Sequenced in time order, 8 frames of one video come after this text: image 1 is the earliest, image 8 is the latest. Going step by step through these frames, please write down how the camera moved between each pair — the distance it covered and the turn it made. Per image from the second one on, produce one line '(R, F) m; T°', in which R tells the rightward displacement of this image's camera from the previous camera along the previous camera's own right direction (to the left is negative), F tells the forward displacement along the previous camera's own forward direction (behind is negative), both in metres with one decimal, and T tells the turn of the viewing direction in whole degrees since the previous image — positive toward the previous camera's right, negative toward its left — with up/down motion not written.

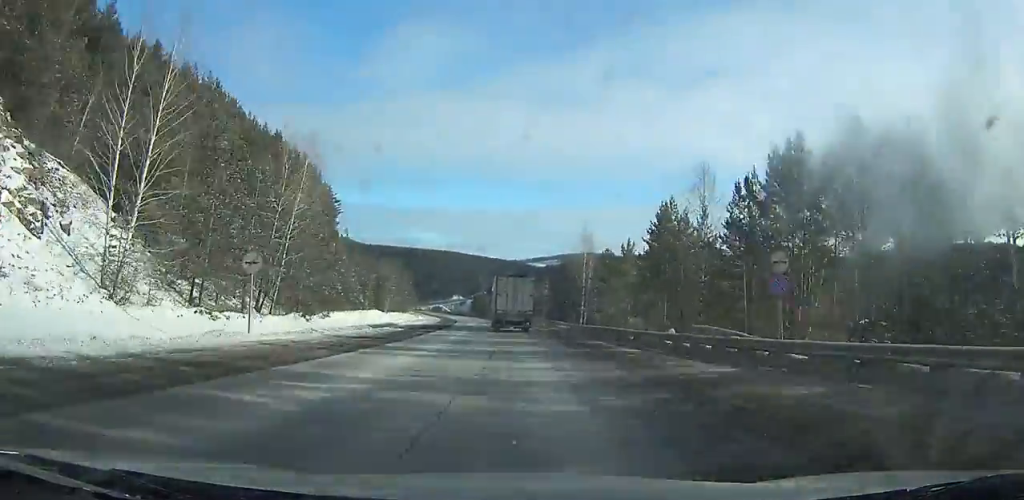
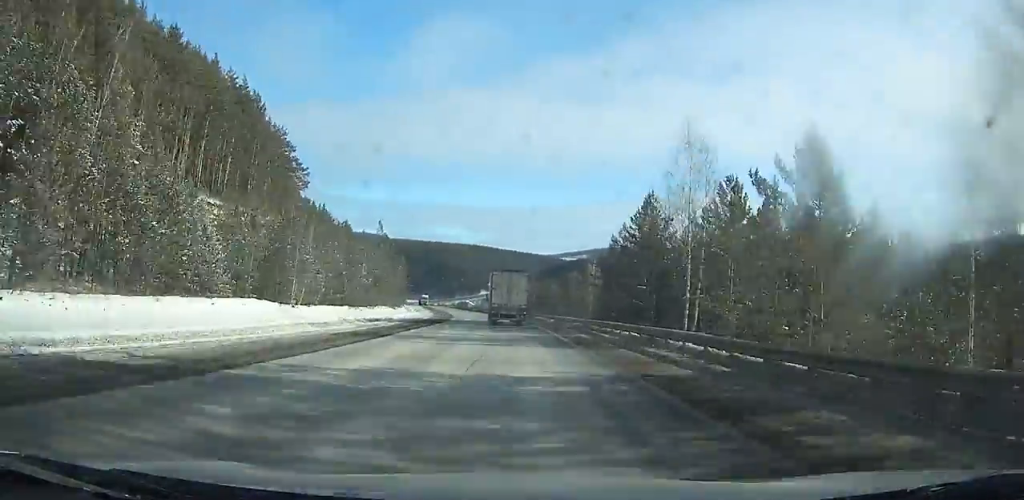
(-0.7, +34.7) m; -3°
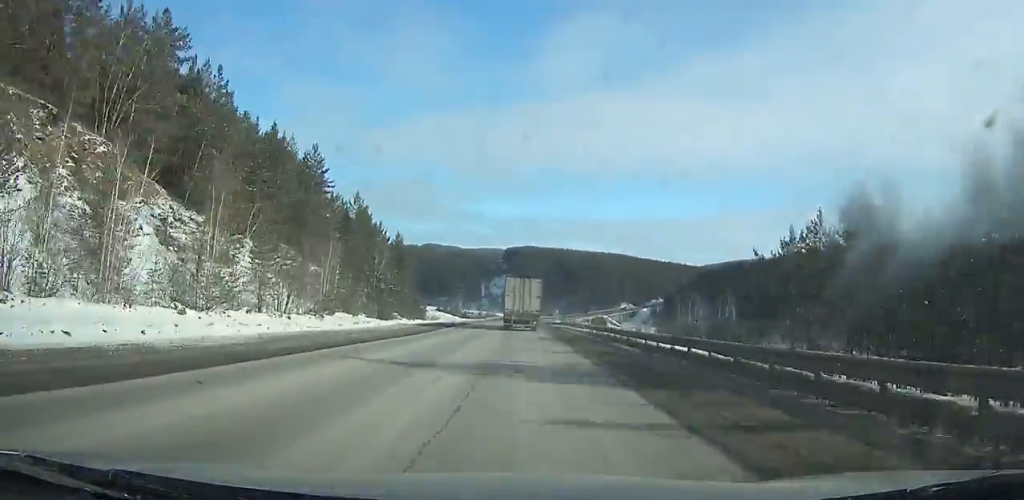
(-18.7, +148.9) m; -13°
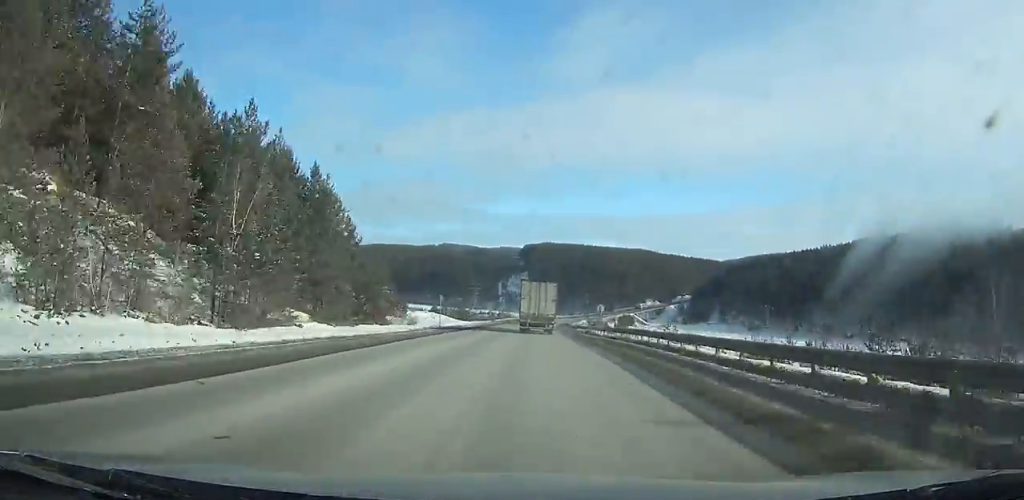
(-0.8, +35.0) m; 0°
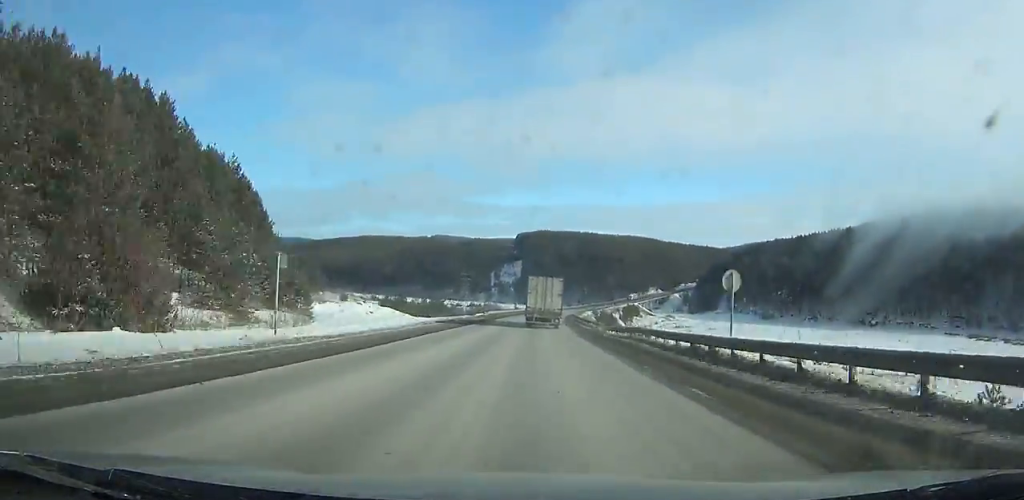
(-0.7, +35.0) m; 0°
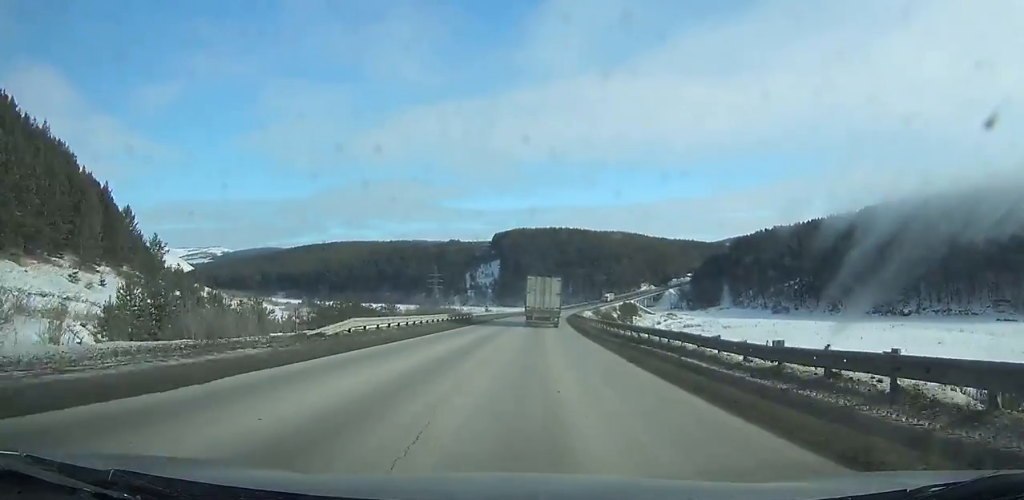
(+0.7, +50.3) m; +2°
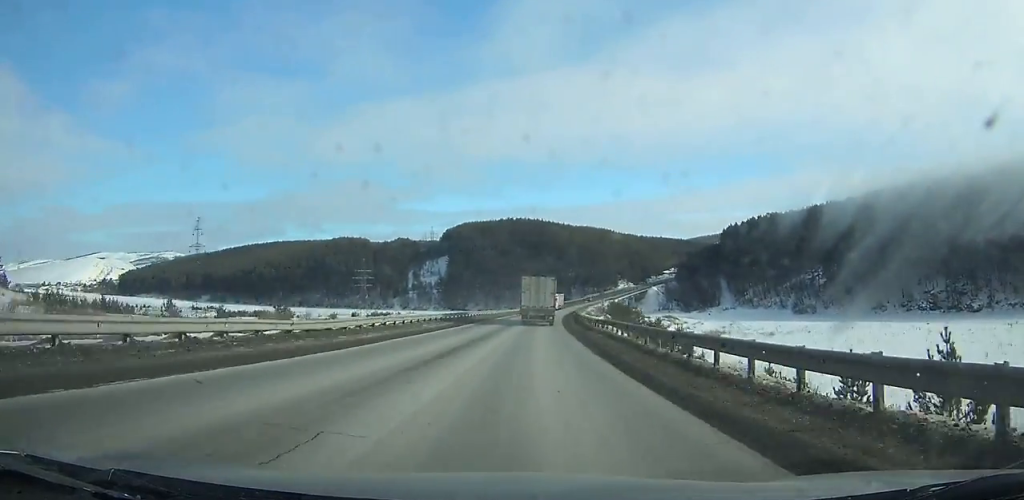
(+2.5, +83.2) m; +4°
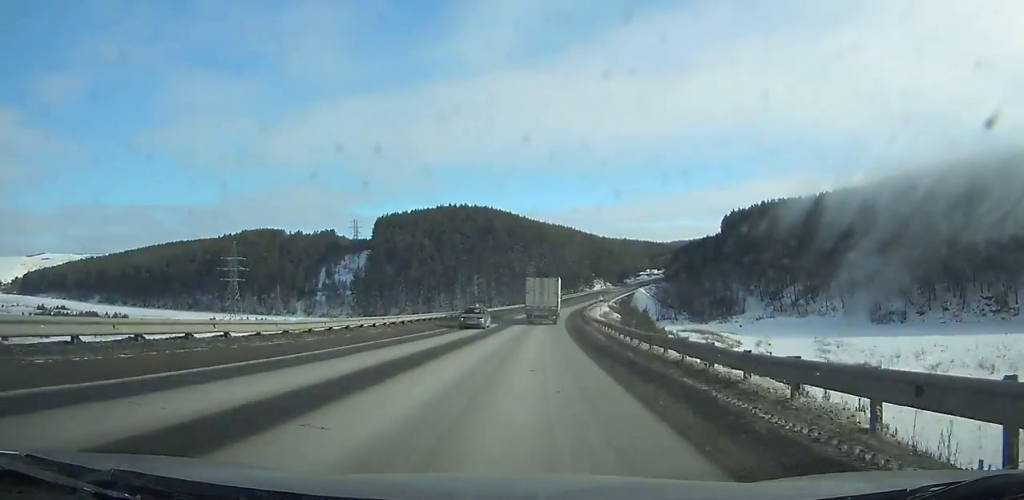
(+4.5, +101.2) m; +5°
